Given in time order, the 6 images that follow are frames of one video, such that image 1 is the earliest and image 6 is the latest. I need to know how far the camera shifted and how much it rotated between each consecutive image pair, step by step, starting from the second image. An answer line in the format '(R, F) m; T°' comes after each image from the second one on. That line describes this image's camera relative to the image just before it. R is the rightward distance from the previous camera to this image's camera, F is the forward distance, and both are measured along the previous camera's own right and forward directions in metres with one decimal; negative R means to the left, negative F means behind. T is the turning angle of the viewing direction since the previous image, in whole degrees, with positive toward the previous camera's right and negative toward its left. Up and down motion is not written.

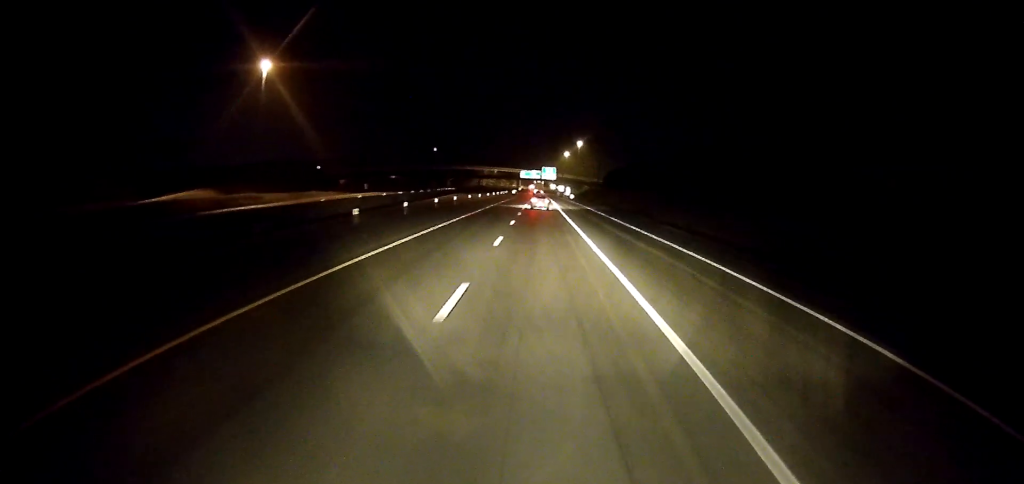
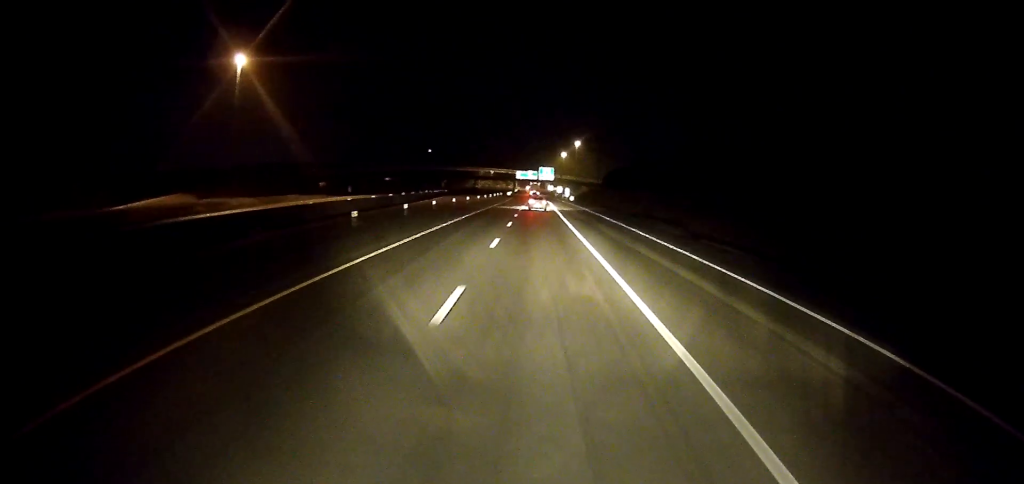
(+0.2, +12.3) m; 0°
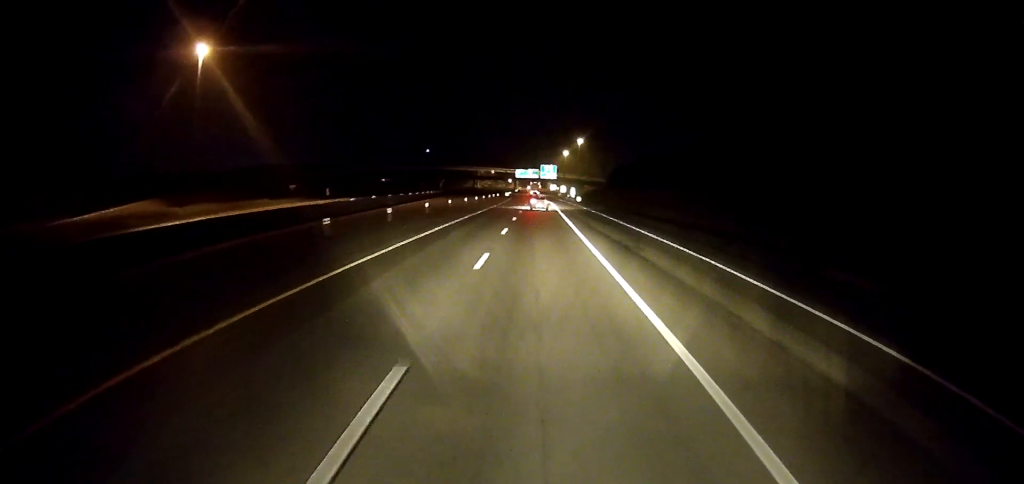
(0.0, +17.9) m; 0°
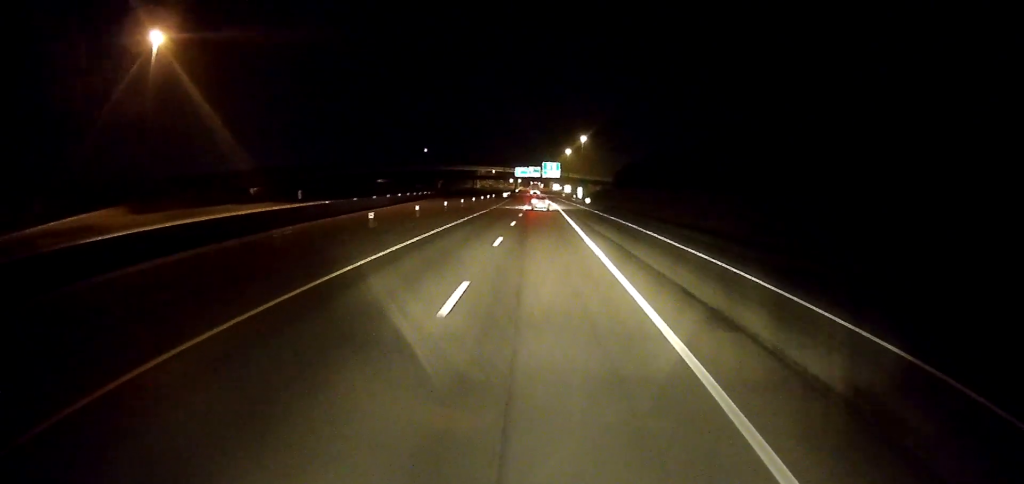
(-0.4, +18.0) m; 0°
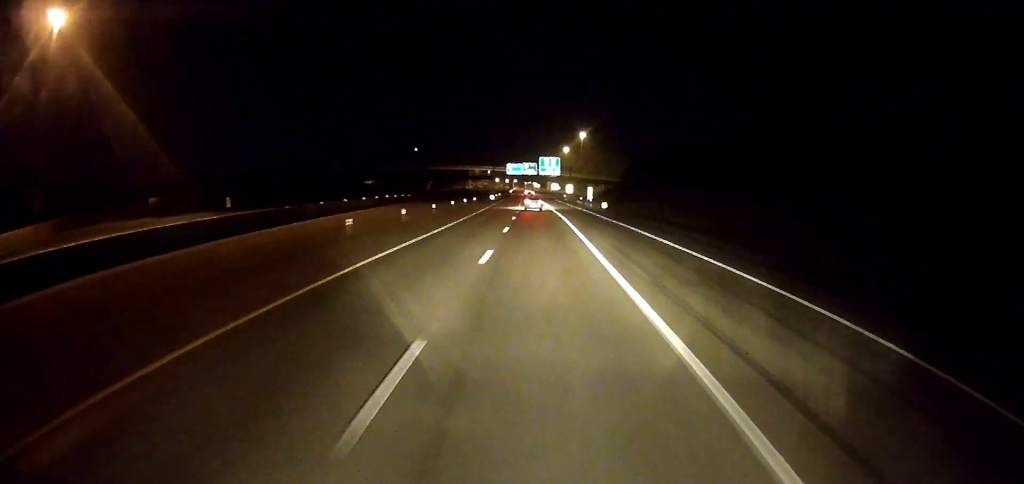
(+0.8, +29.4) m; 0°
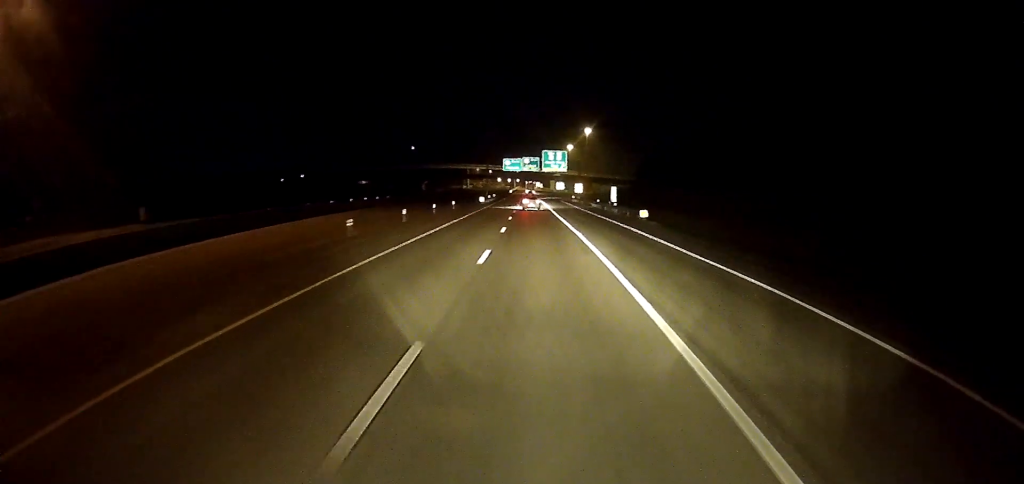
(-0.8, +24.8) m; 0°
